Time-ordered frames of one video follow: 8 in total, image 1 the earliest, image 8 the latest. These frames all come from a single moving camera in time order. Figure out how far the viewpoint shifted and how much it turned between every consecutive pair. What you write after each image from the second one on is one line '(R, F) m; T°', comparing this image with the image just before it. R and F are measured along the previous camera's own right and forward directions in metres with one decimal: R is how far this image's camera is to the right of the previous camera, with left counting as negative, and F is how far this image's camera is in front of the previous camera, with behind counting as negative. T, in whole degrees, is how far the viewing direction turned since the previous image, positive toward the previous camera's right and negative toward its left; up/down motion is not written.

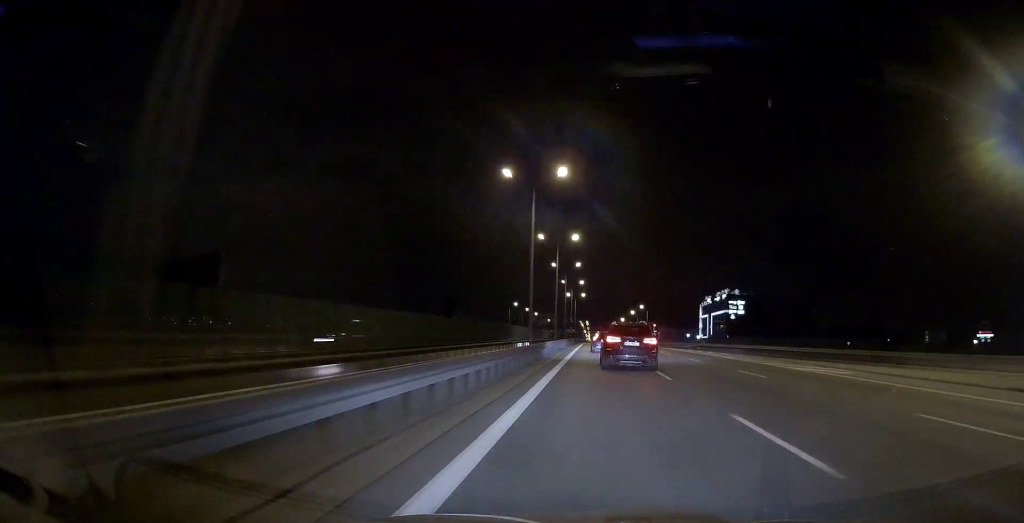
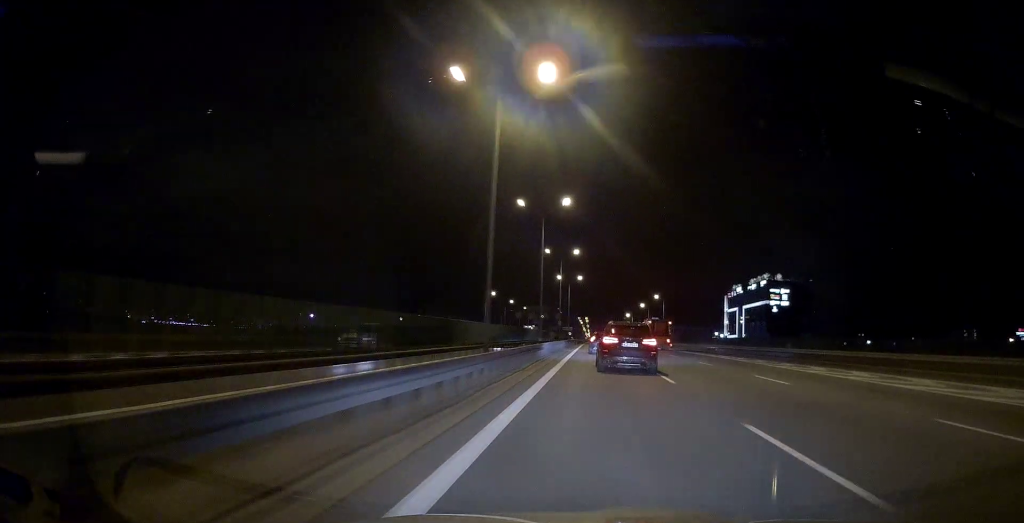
(0.0, +29.4) m; 0°
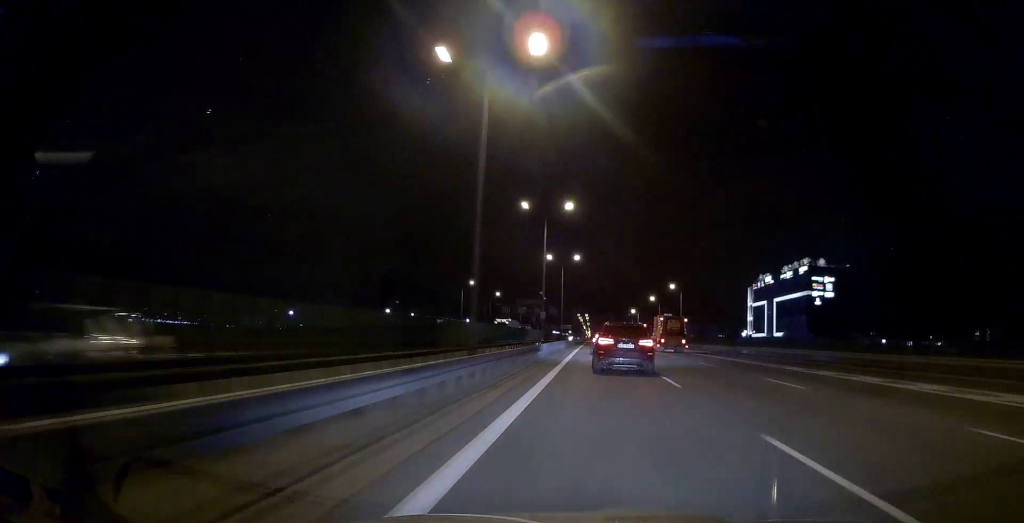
(0.0, +21.1) m; 0°
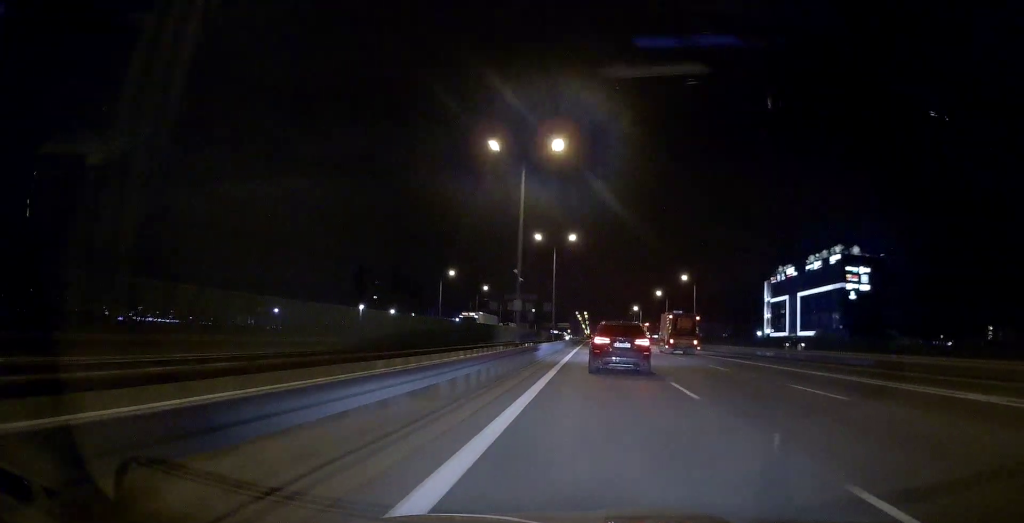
(0.0, +13.5) m; 0°
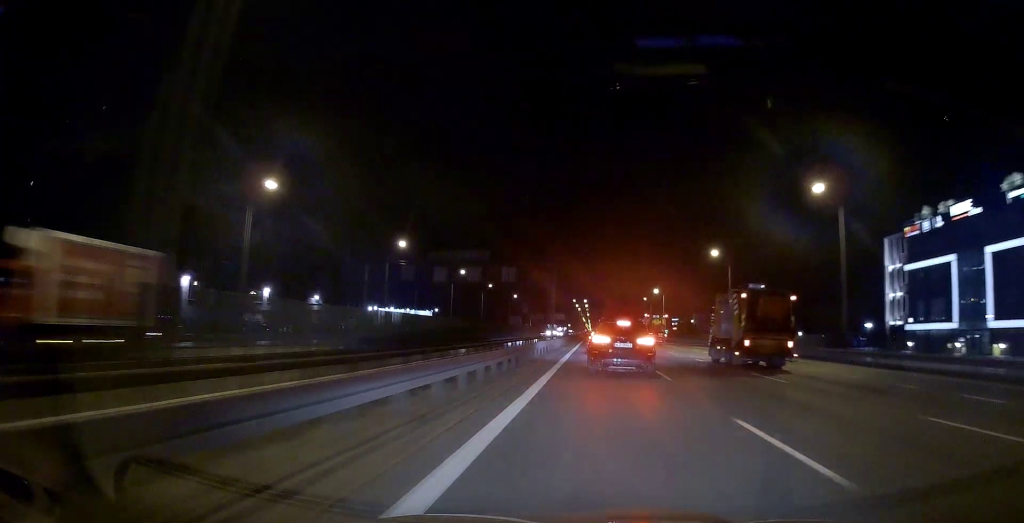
(+0.2, +62.5) m; 0°
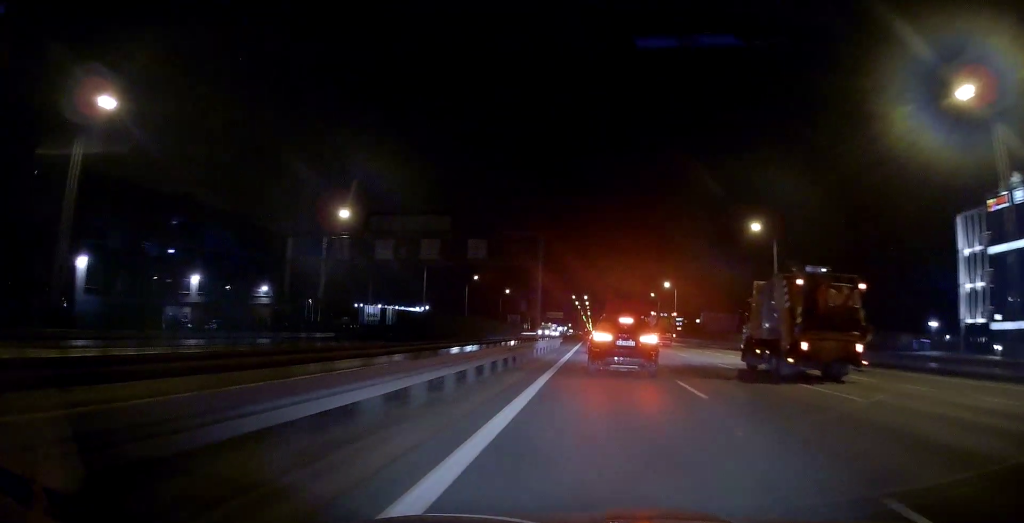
(-0.1, +22.7) m; 0°
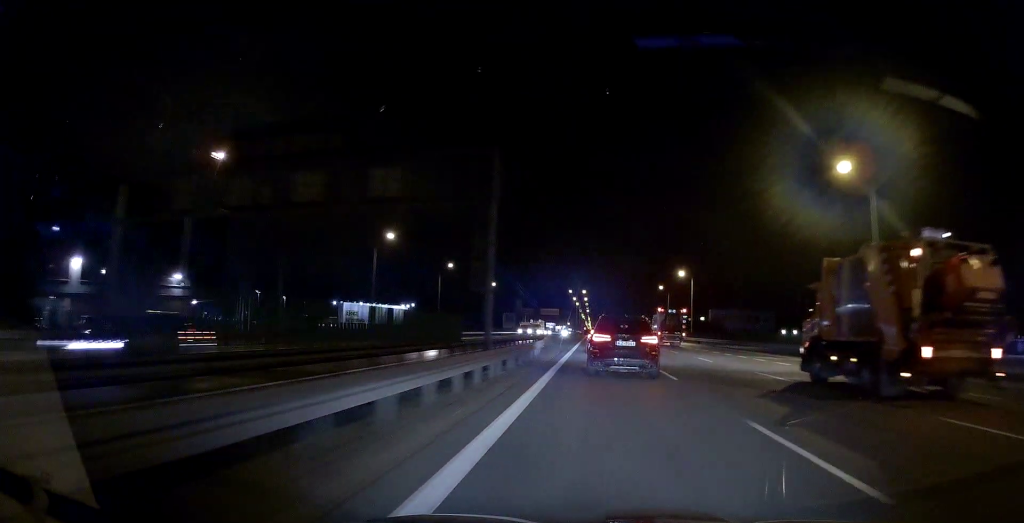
(-0.1, +26.1) m; 0°
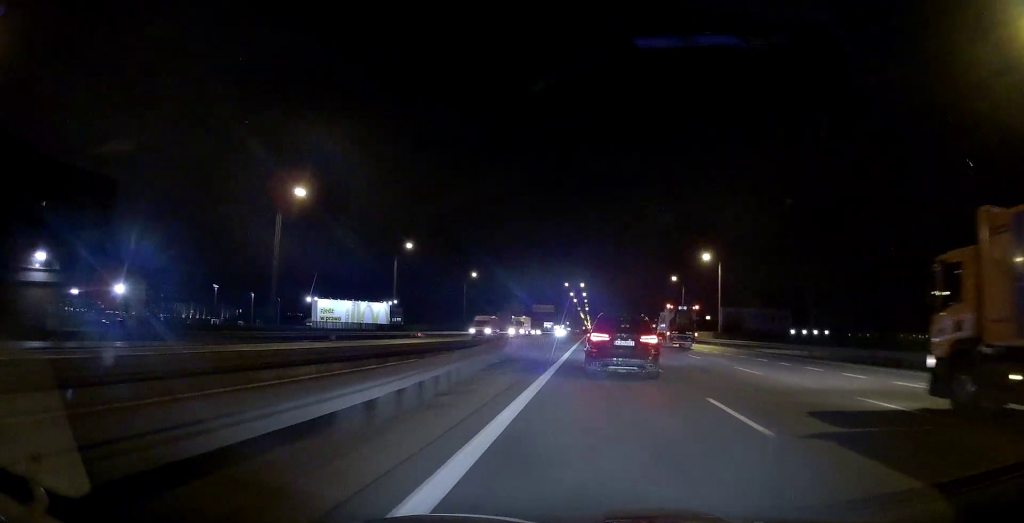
(-0.2, +26.6) m; 0°
